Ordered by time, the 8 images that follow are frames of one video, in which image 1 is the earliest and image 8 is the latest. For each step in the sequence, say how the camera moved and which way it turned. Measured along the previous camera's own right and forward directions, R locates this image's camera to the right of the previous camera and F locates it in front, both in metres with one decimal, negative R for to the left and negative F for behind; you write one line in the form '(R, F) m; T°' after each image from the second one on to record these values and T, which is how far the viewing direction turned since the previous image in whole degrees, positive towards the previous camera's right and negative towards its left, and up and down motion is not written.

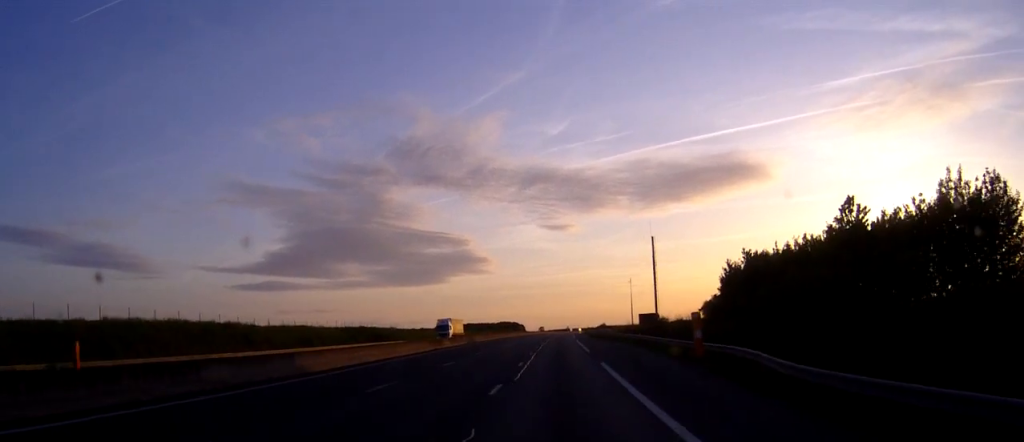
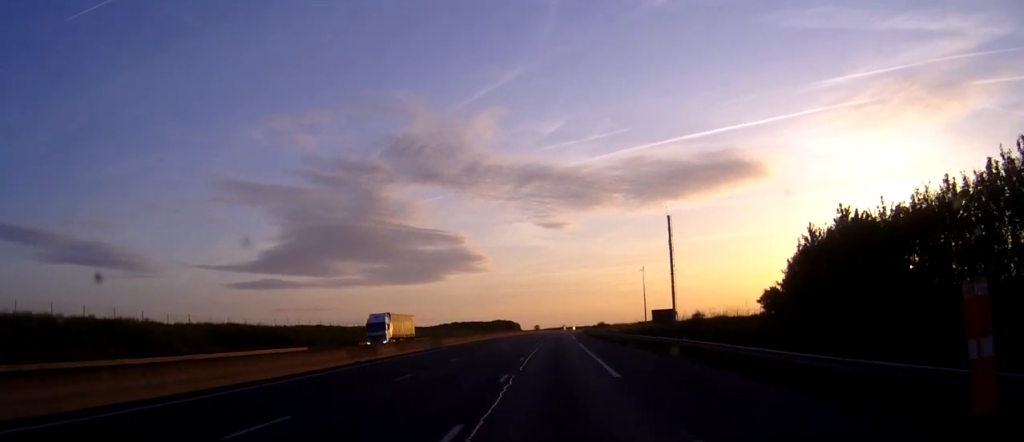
(+0.1, +22.4) m; 0°
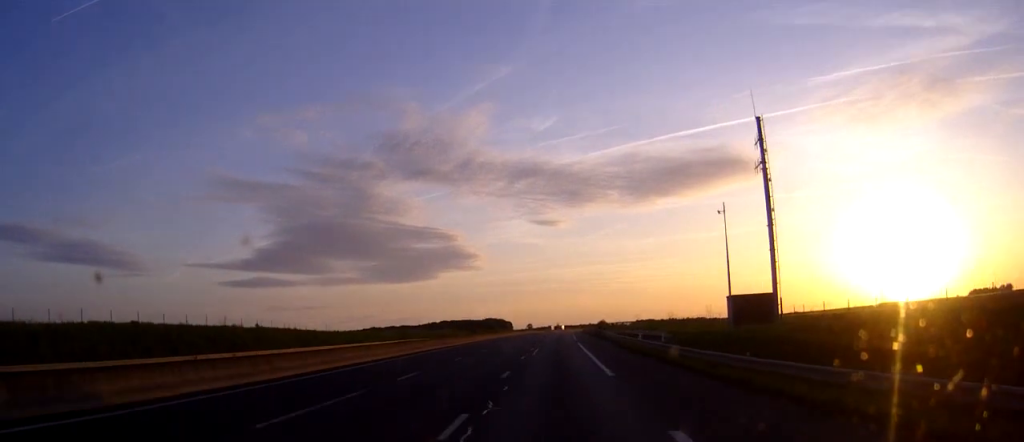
(+0.3, +50.6) m; +1°
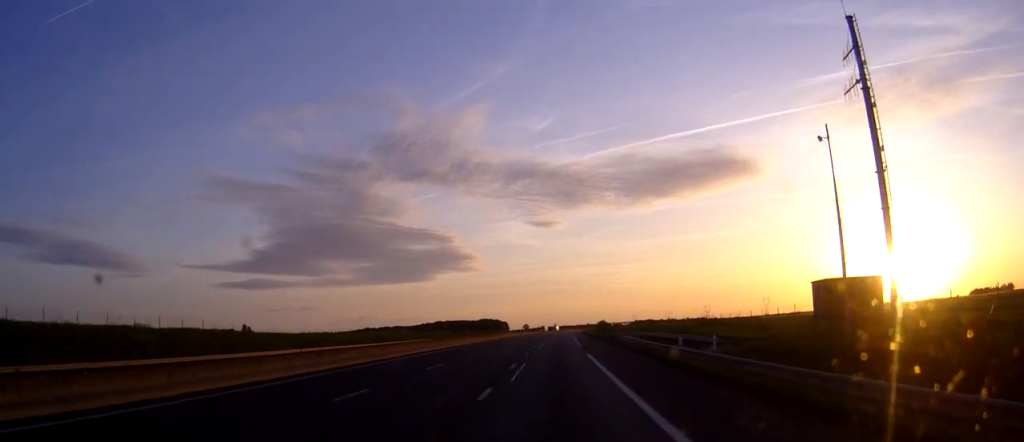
(0.0, +20.6) m; 0°
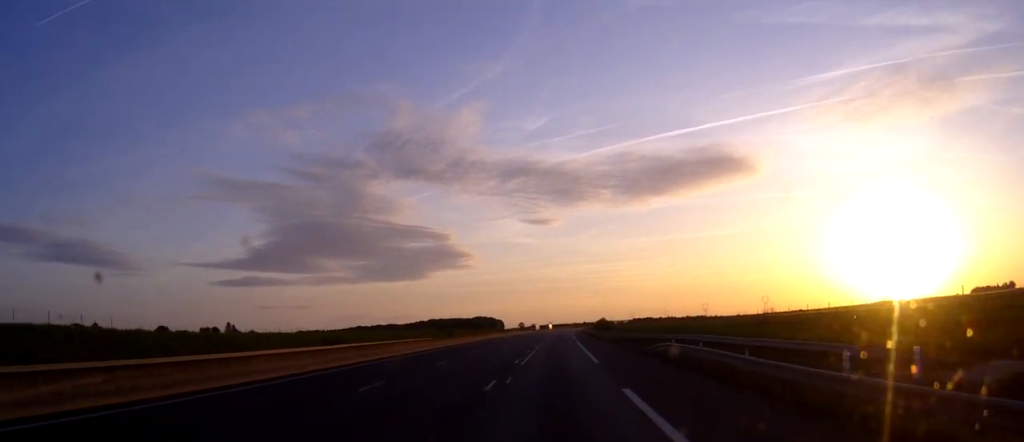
(+0.1, +24.0) m; 0°
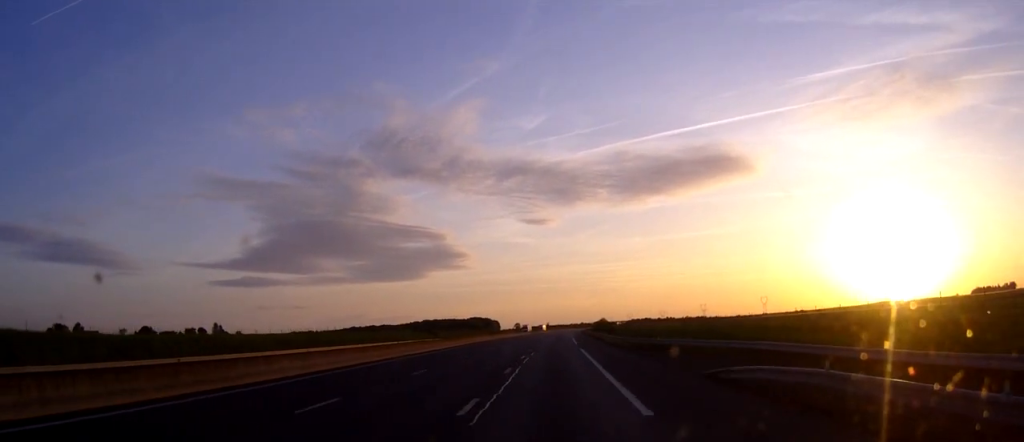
(0.0, +17.9) m; 0°
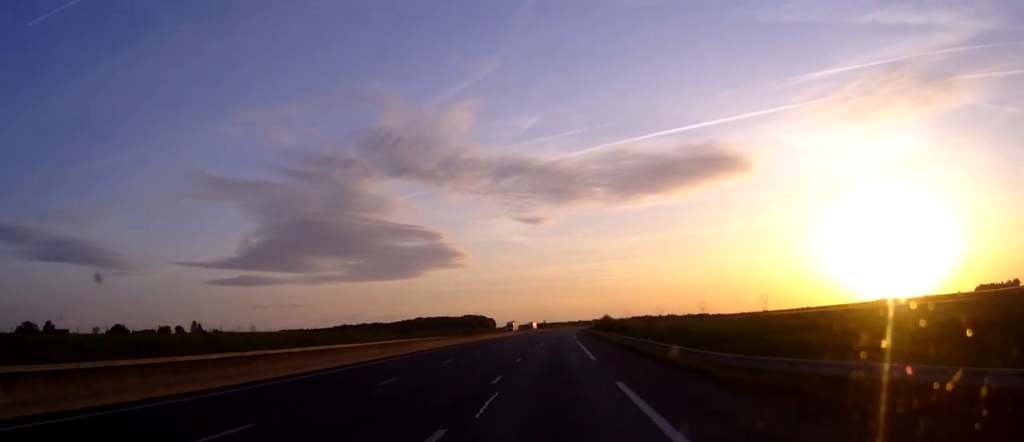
(0.0, +31.5) m; 0°
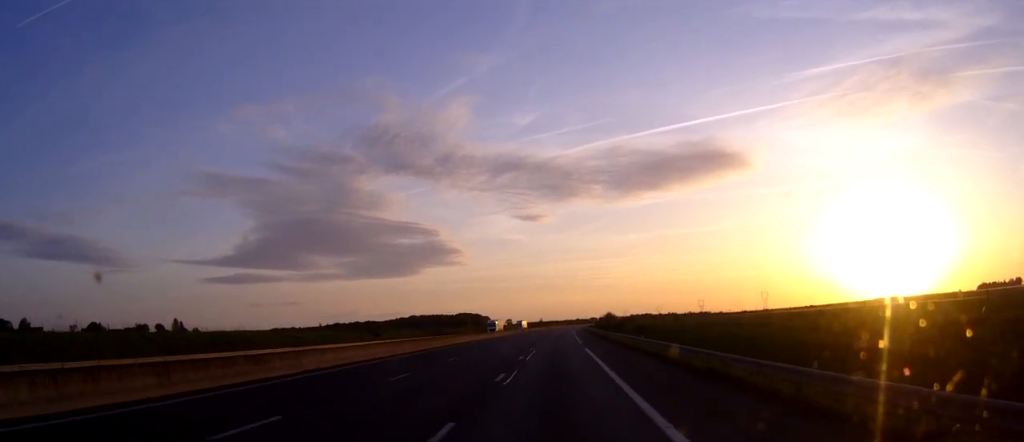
(+0.1, +24.7) m; 0°
